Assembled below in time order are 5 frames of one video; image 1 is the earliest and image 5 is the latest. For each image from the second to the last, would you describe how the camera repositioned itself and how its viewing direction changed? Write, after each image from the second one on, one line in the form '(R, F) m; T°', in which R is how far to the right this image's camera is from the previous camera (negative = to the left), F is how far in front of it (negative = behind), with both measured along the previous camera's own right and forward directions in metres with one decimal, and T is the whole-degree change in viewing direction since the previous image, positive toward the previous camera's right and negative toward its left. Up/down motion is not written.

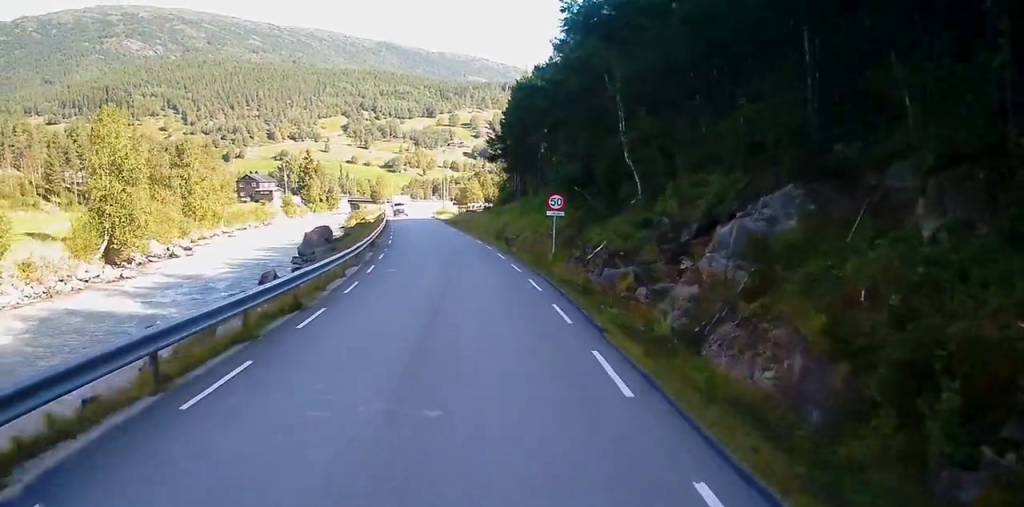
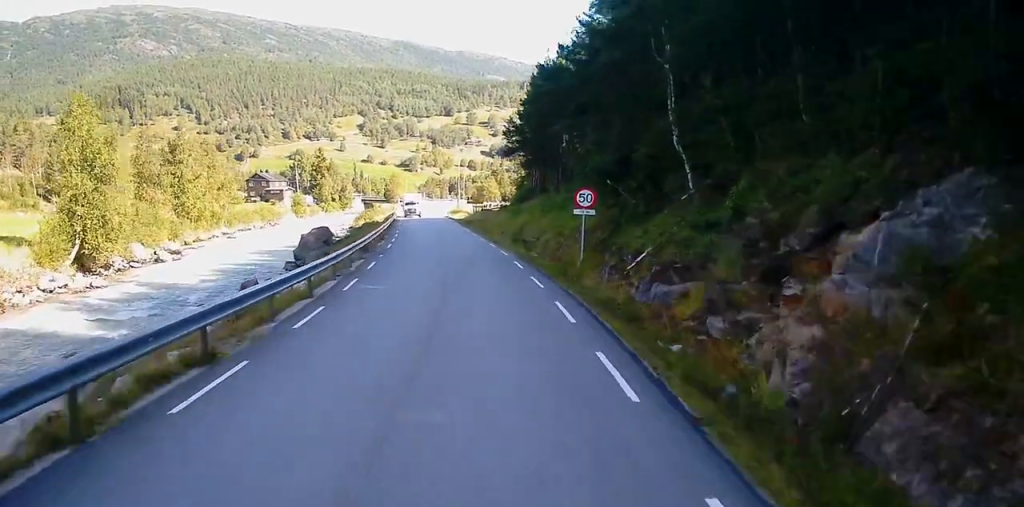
(-0.1, +6.6) m; -2°
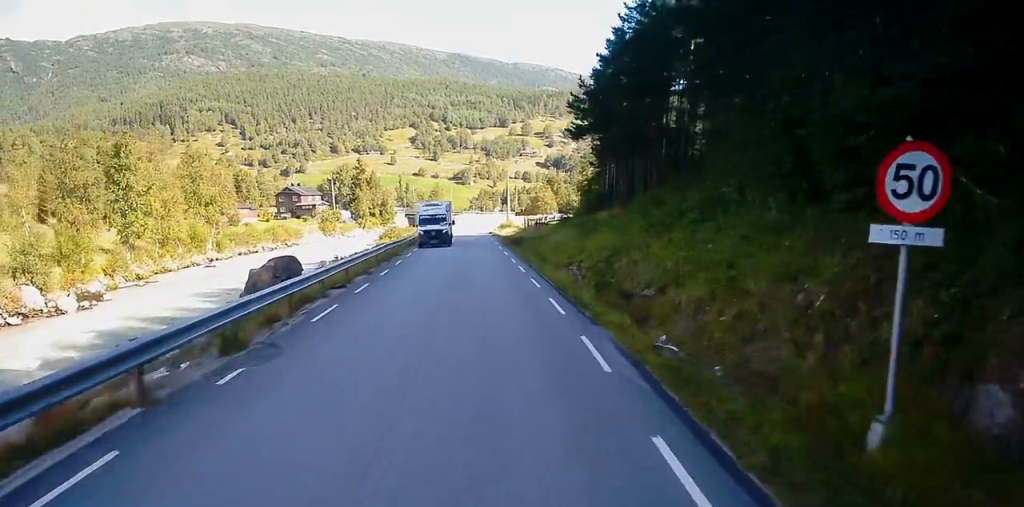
(-1.2, +23.3) m; -5°
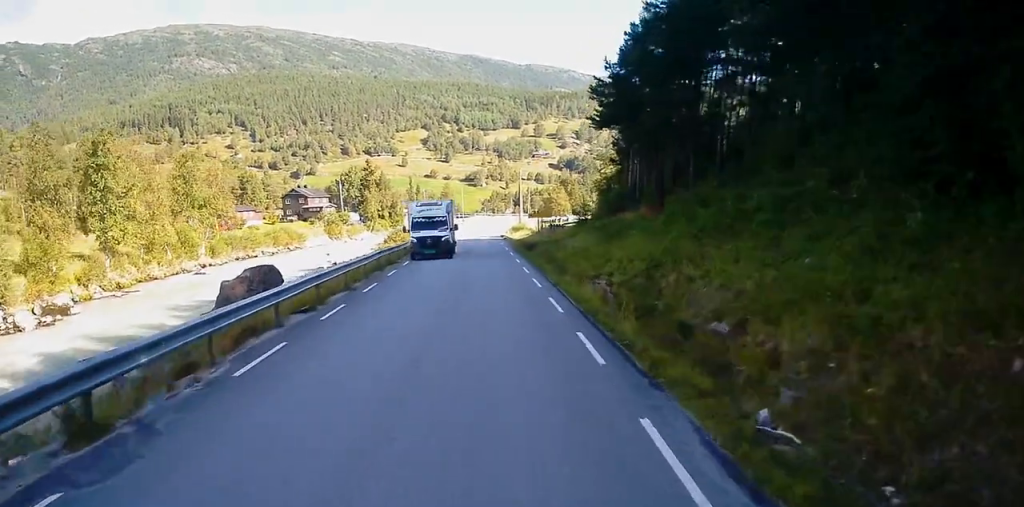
(0.0, +5.6) m; 0°
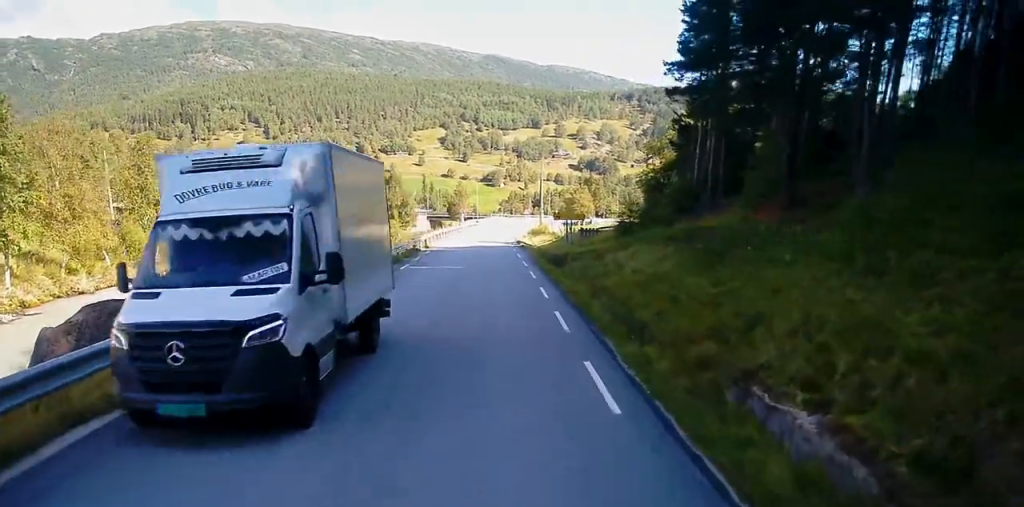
(0.0, +15.2) m; -1°
